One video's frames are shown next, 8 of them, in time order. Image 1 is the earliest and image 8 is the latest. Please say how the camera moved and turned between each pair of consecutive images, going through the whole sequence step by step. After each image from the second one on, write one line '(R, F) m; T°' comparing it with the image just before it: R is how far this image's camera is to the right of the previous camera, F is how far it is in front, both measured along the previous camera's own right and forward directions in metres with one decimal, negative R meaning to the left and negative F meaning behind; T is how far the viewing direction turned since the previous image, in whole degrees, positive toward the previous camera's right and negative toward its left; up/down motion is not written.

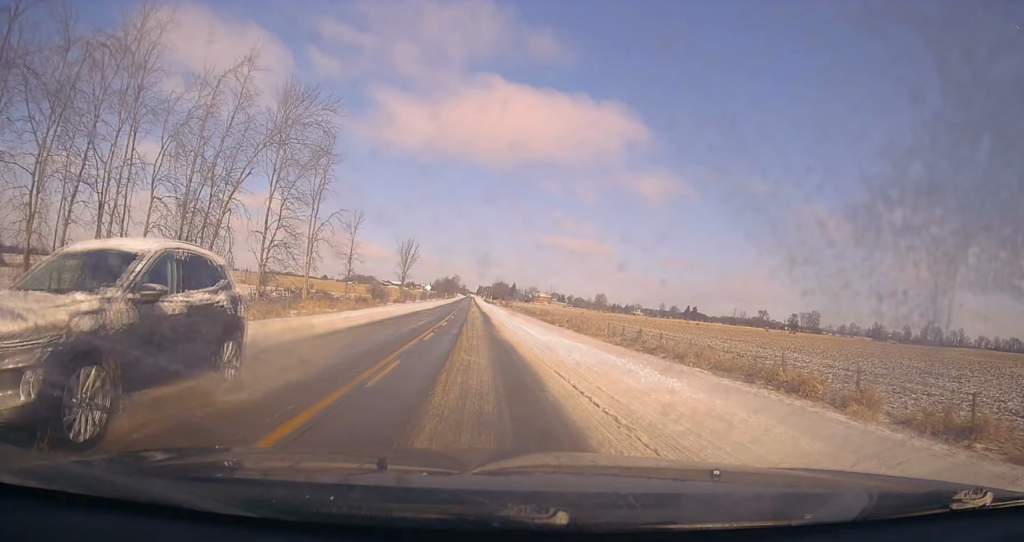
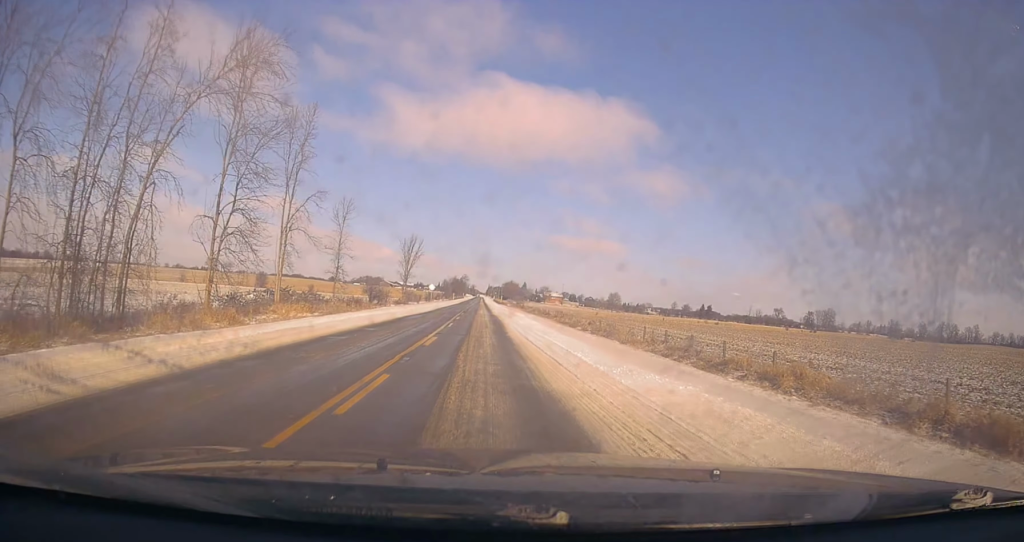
(-0.1, +10.7) m; 0°
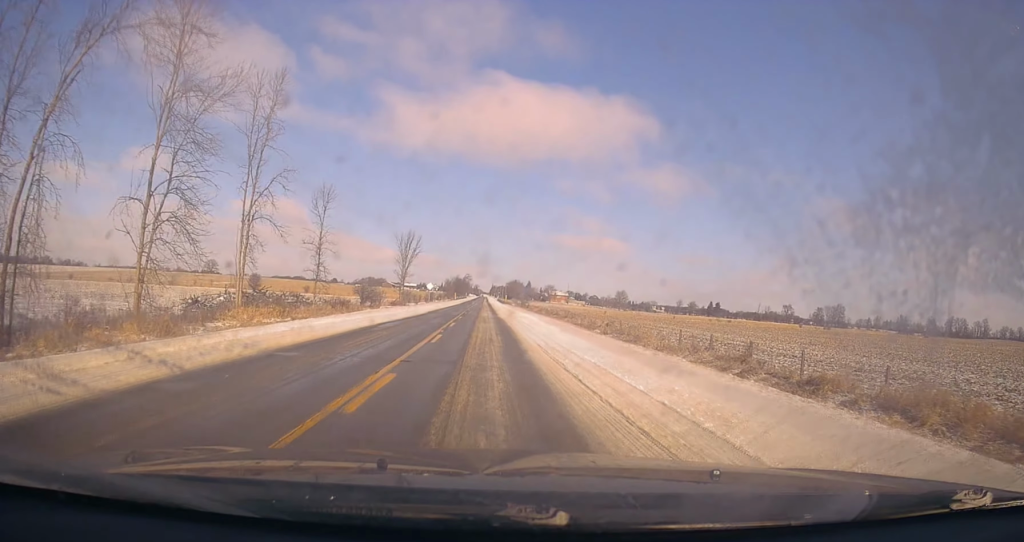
(+0.1, +8.8) m; 0°
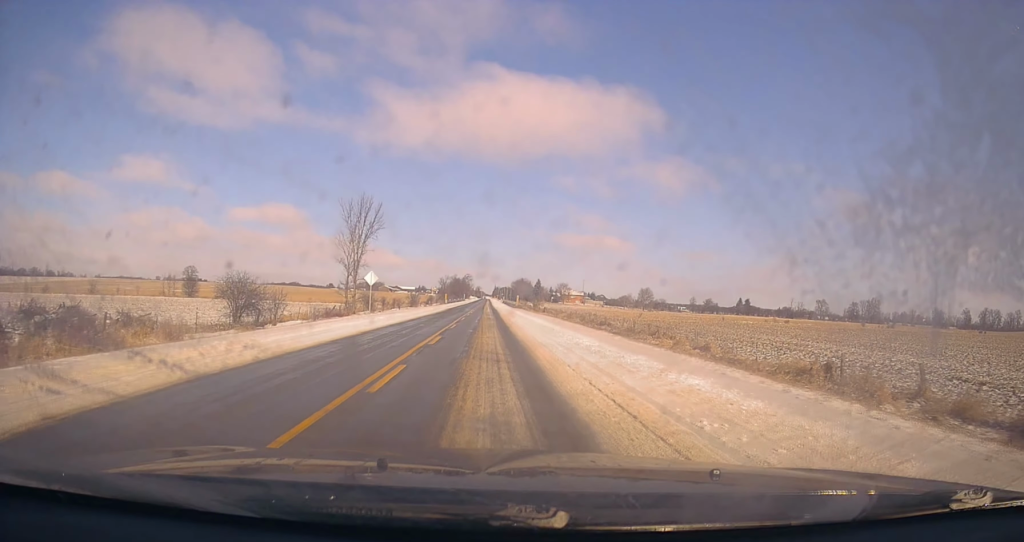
(-1.1, +45.2) m; -2°
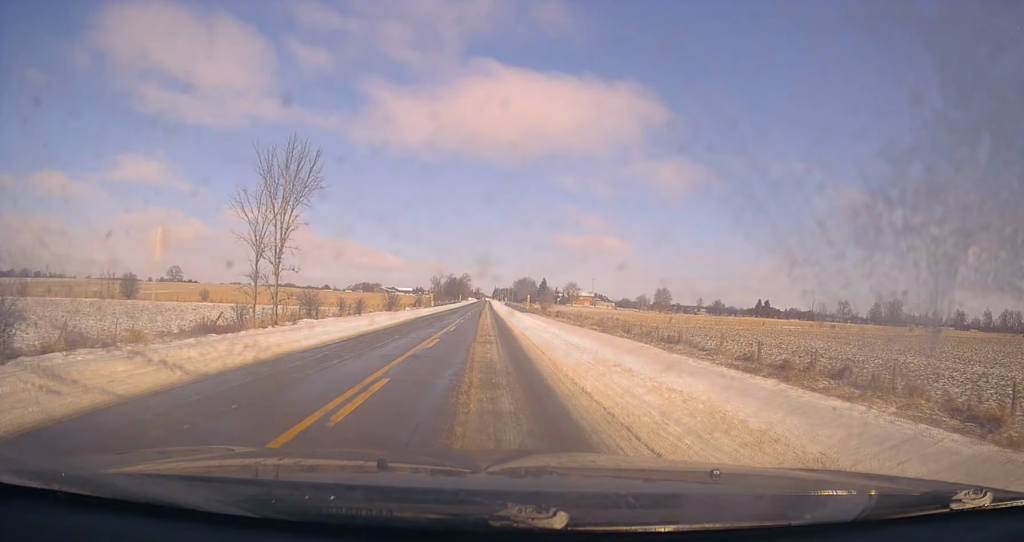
(0.0, +27.1) m; 0°
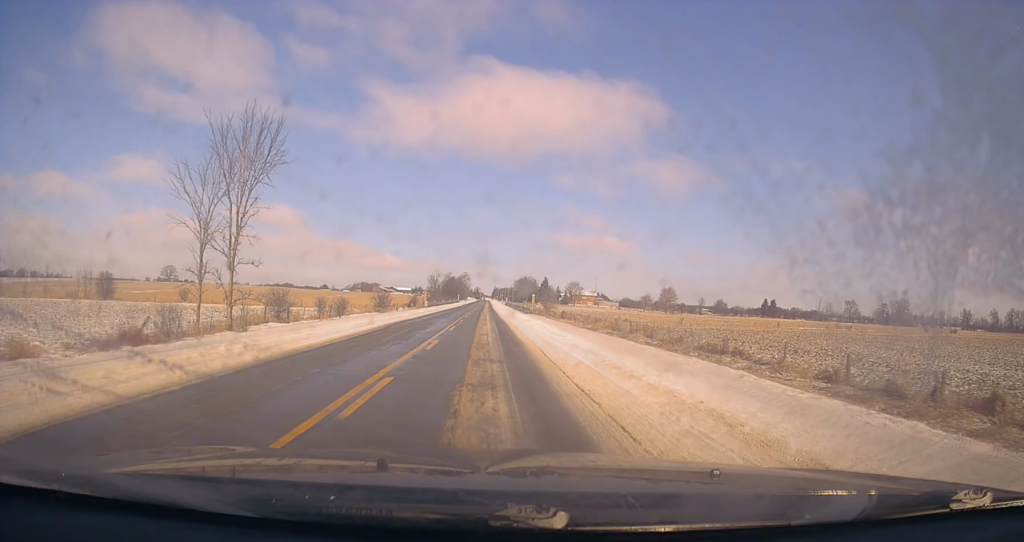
(0.0, +8.7) m; 0°
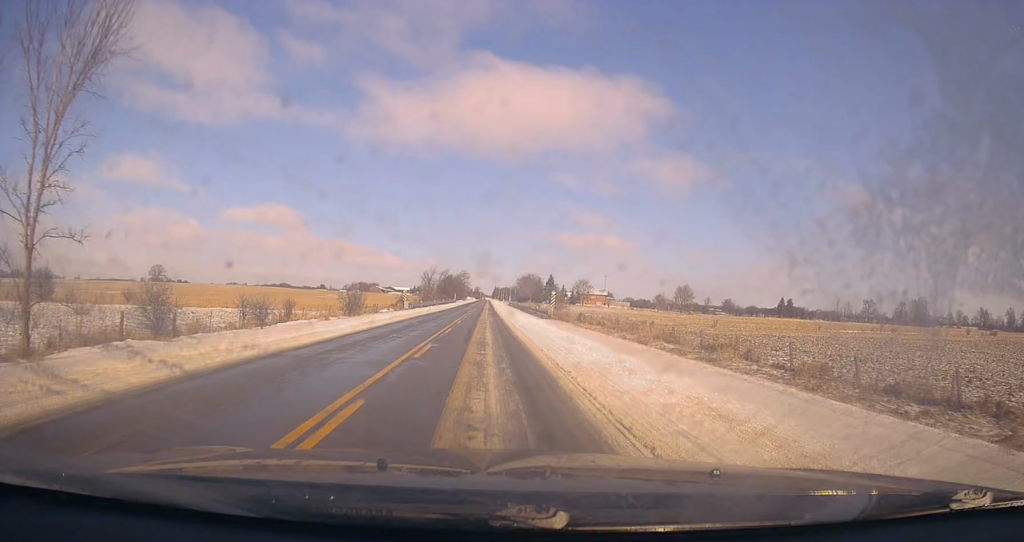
(+0.2, +19.3) m; -1°
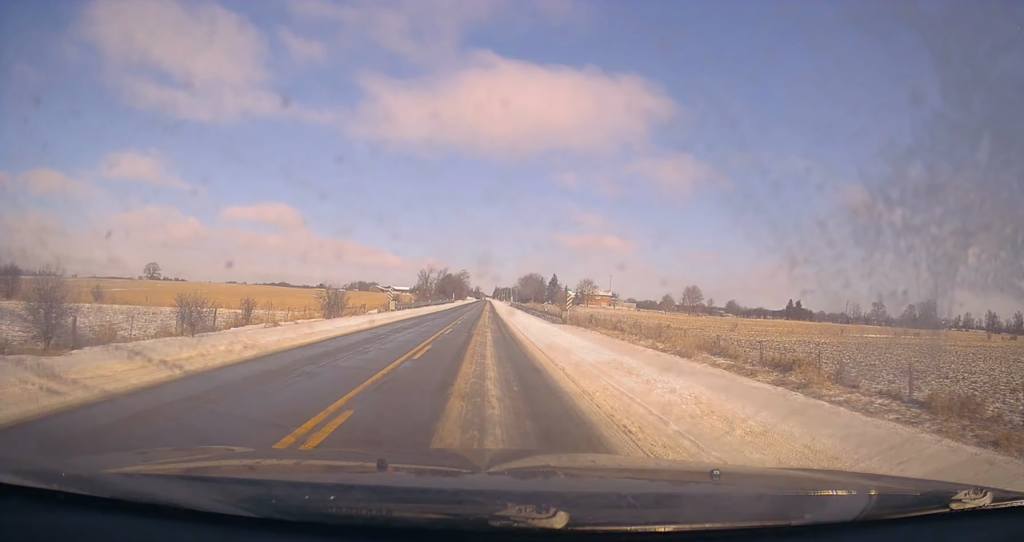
(-0.4, +9.3) m; 0°
